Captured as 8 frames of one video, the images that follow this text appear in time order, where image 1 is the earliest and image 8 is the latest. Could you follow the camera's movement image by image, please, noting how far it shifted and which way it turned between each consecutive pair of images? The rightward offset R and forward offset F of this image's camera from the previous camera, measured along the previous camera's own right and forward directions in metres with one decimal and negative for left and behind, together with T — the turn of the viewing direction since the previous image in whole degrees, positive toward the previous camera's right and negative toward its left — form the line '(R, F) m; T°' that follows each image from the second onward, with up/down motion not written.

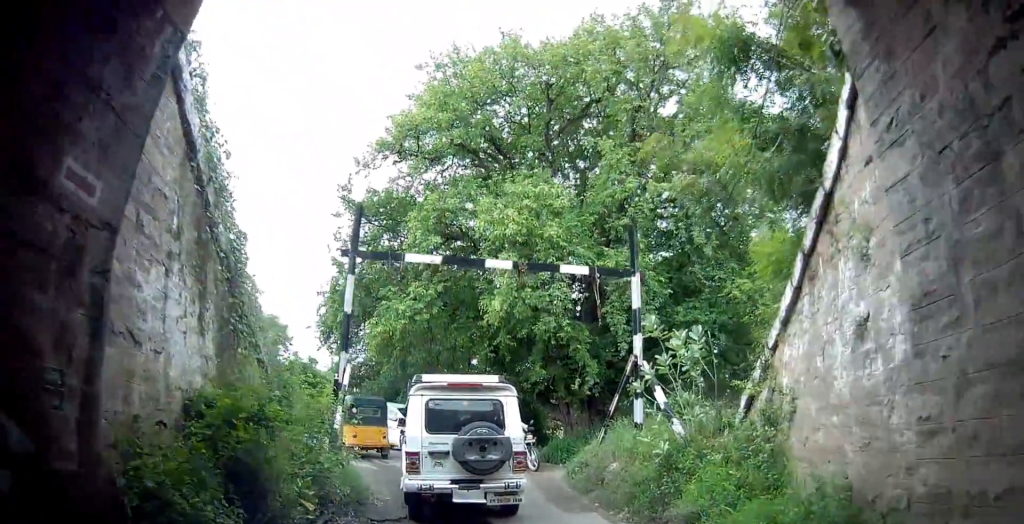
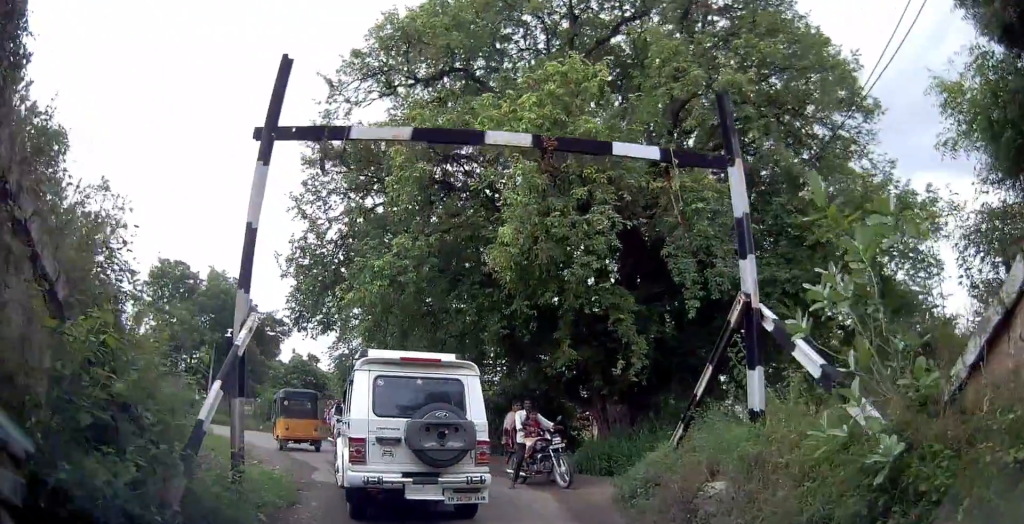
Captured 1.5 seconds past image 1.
(+0.9, +4.9) m; +10°
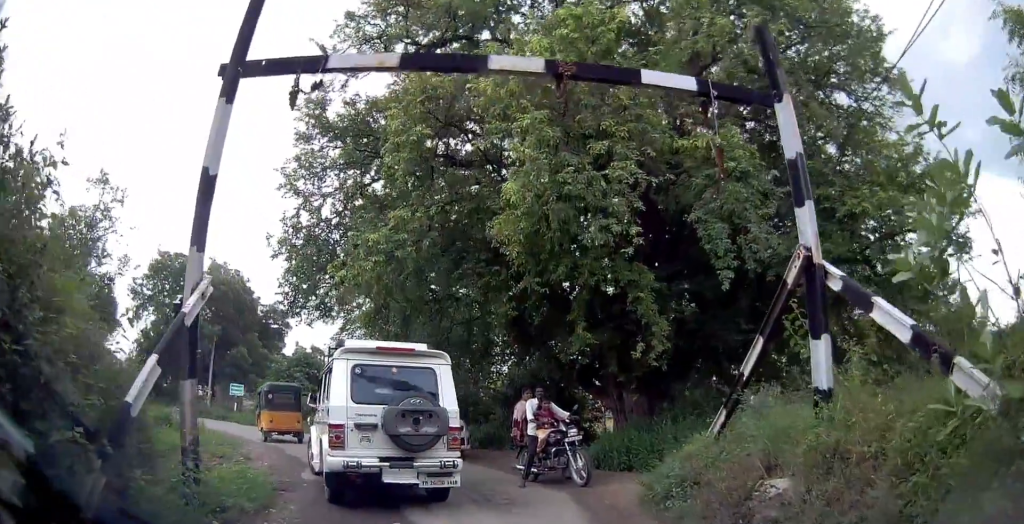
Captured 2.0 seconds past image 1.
(-0.1, +1.7) m; -10°
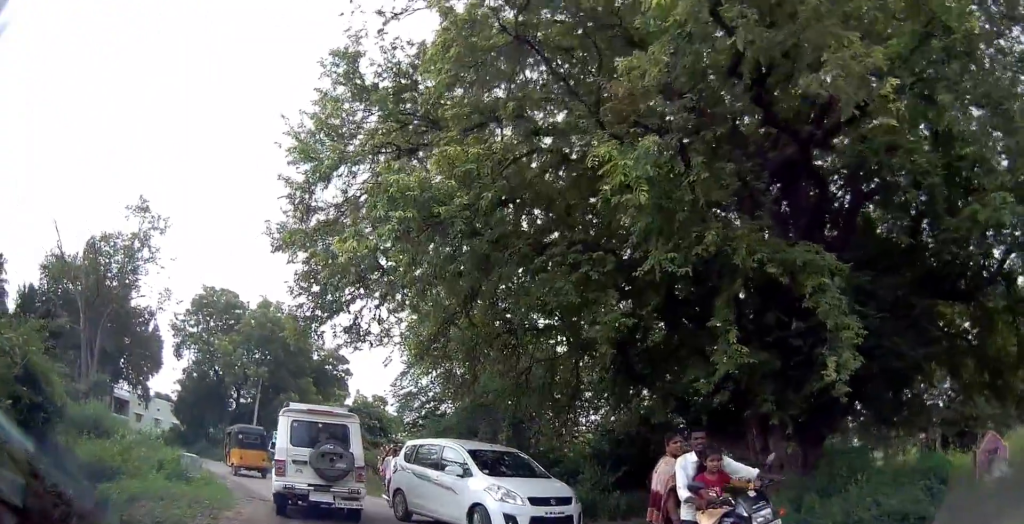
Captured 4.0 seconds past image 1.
(-1.8, +5.8) m; -25°
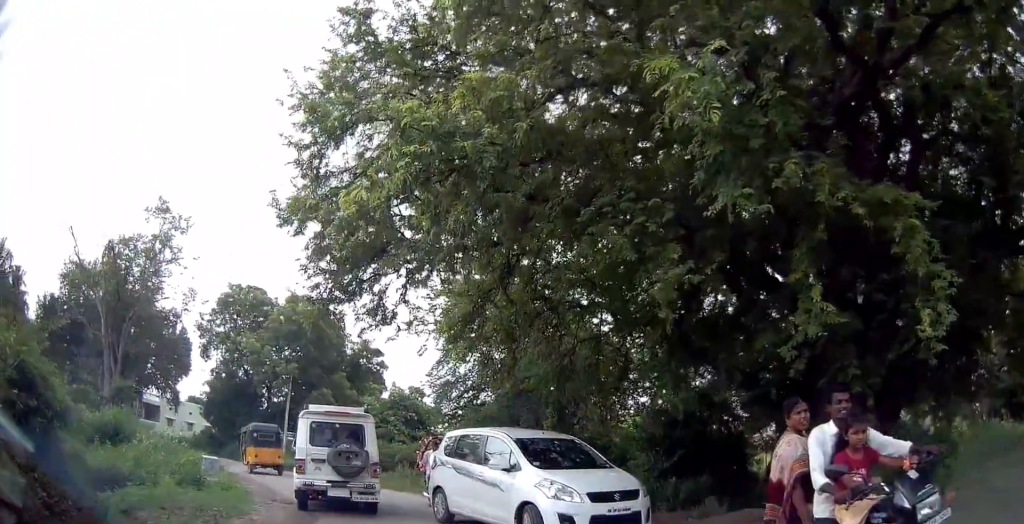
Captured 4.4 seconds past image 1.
(0.0, +1.3) m; -1°
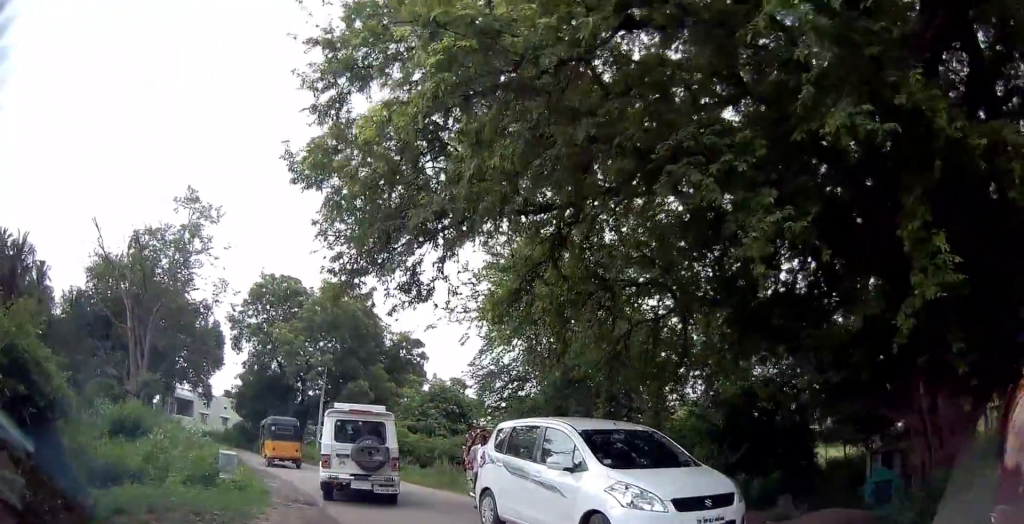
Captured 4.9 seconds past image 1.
(0.0, +1.5) m; -4°
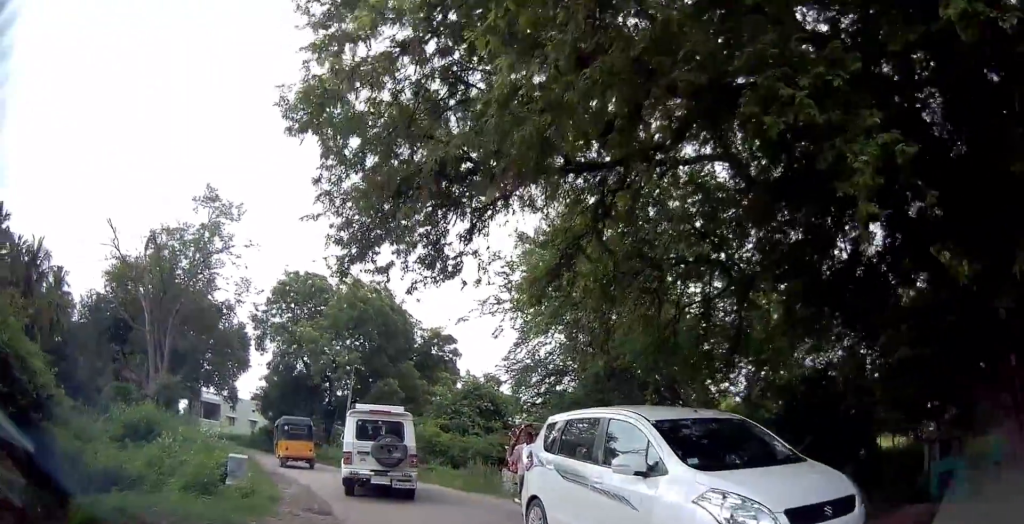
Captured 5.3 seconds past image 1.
(+0.1, +1.4) m; -4°
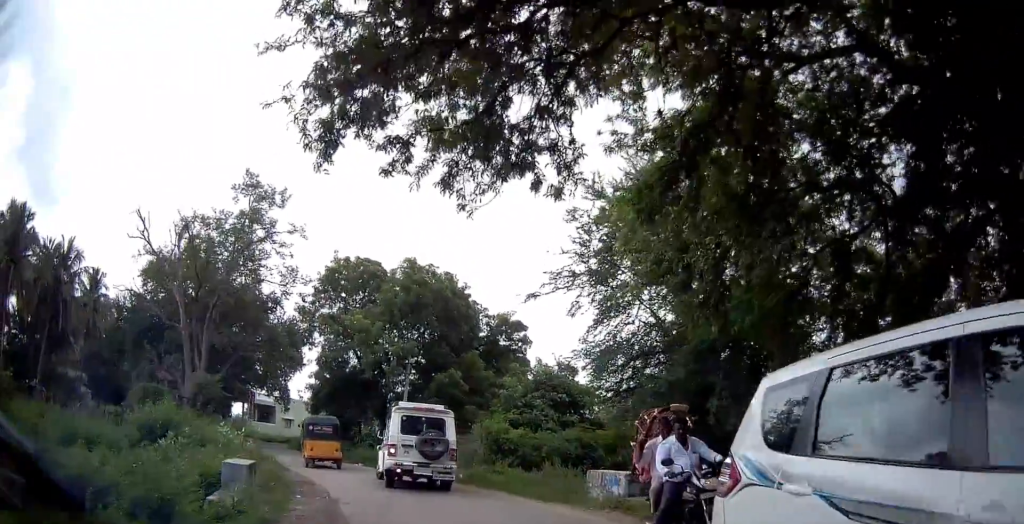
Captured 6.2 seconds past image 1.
(-0.4, +3.2) m; -10°
